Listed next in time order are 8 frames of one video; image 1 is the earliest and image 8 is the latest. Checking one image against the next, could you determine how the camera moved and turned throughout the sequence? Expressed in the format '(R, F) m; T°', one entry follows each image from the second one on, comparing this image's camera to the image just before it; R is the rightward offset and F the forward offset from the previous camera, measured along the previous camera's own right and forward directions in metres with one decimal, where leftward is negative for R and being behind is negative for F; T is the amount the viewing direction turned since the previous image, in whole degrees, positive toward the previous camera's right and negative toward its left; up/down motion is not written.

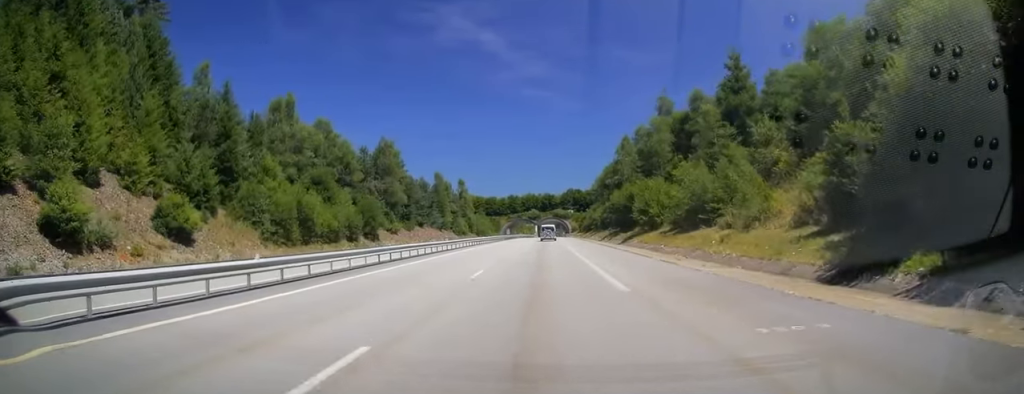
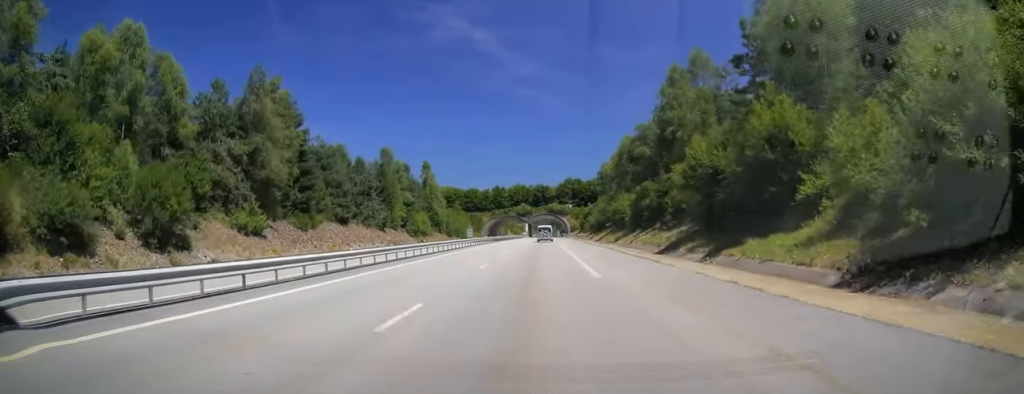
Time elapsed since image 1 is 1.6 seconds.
(+0.2, +47.7) m; 0°
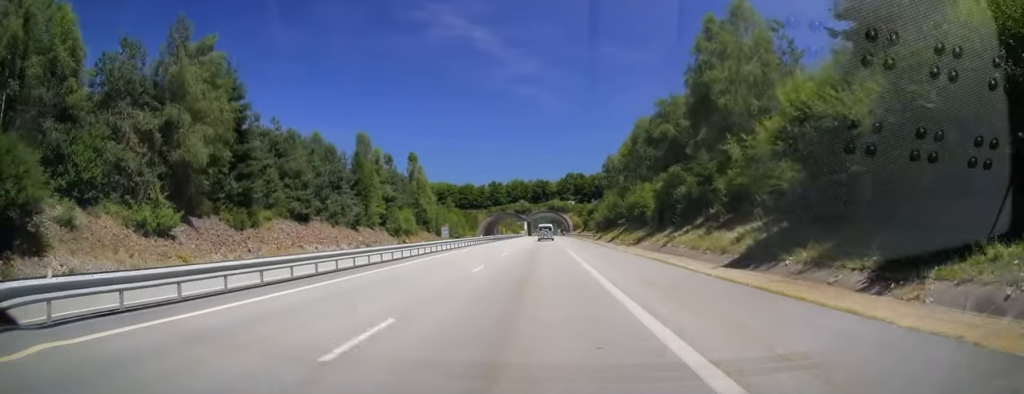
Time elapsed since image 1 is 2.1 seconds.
(0.0, +14.9) m; 0°
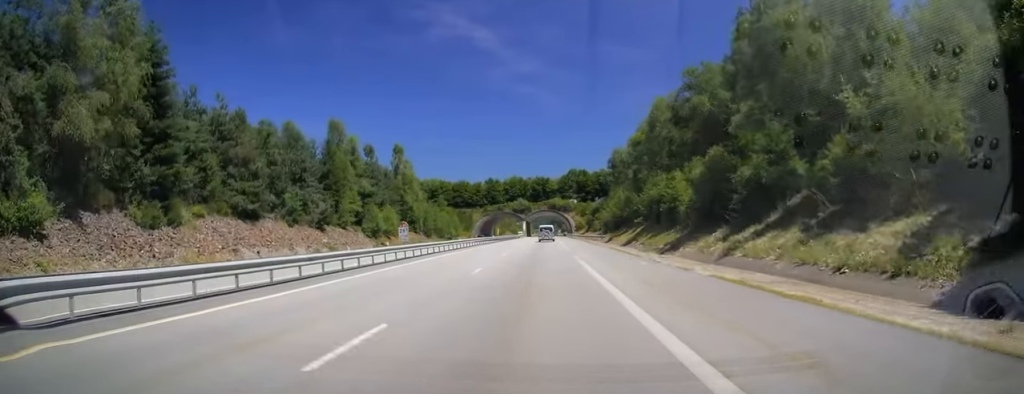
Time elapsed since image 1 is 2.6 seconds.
(0.0, +13.4) m; 0°
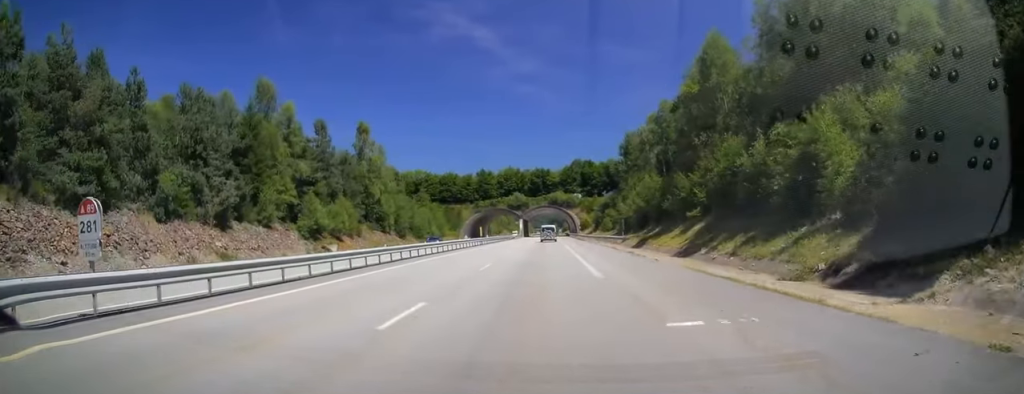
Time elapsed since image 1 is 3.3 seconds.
(0.0, +23.4) m; 0°
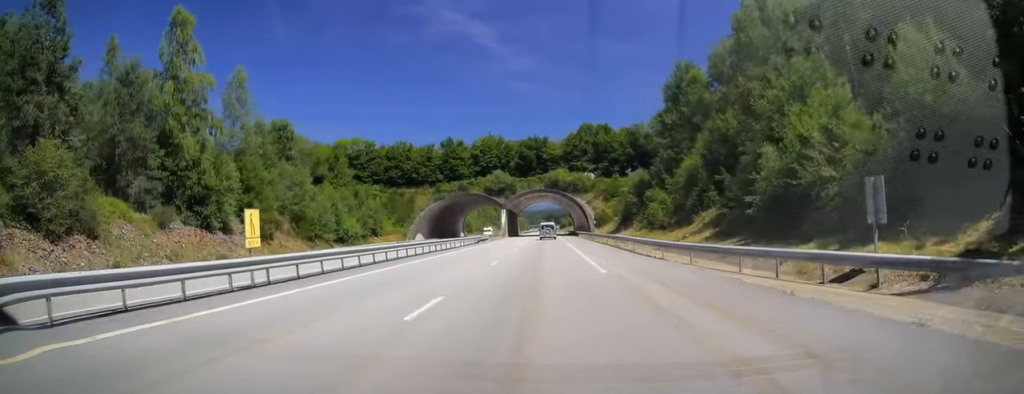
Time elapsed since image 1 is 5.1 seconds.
(-0.1, +51.2) m; +1°
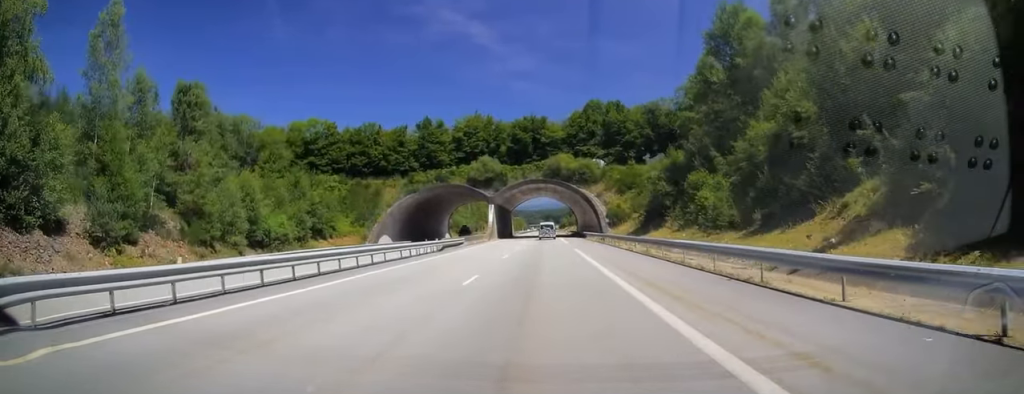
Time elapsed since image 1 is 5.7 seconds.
(+0.2, +20.4) m; 0°
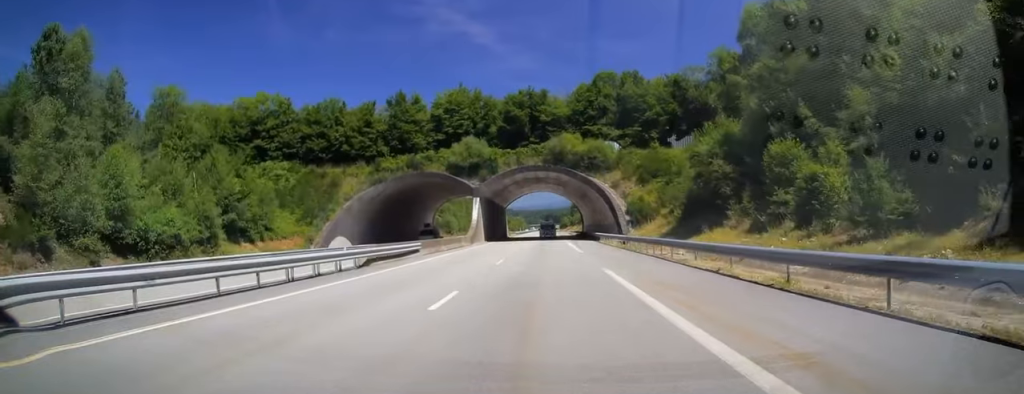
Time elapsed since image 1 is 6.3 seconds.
(+0.2, +17.4) m; 0°
